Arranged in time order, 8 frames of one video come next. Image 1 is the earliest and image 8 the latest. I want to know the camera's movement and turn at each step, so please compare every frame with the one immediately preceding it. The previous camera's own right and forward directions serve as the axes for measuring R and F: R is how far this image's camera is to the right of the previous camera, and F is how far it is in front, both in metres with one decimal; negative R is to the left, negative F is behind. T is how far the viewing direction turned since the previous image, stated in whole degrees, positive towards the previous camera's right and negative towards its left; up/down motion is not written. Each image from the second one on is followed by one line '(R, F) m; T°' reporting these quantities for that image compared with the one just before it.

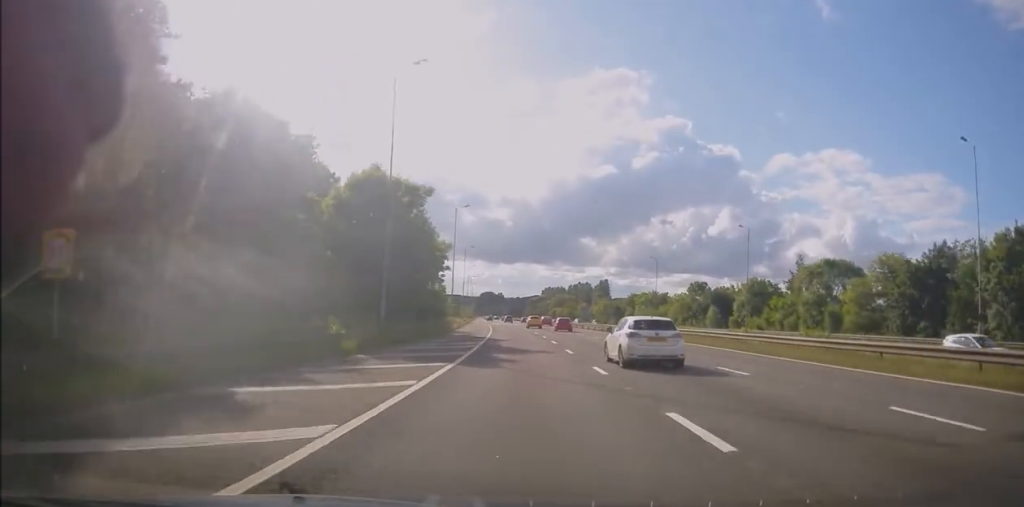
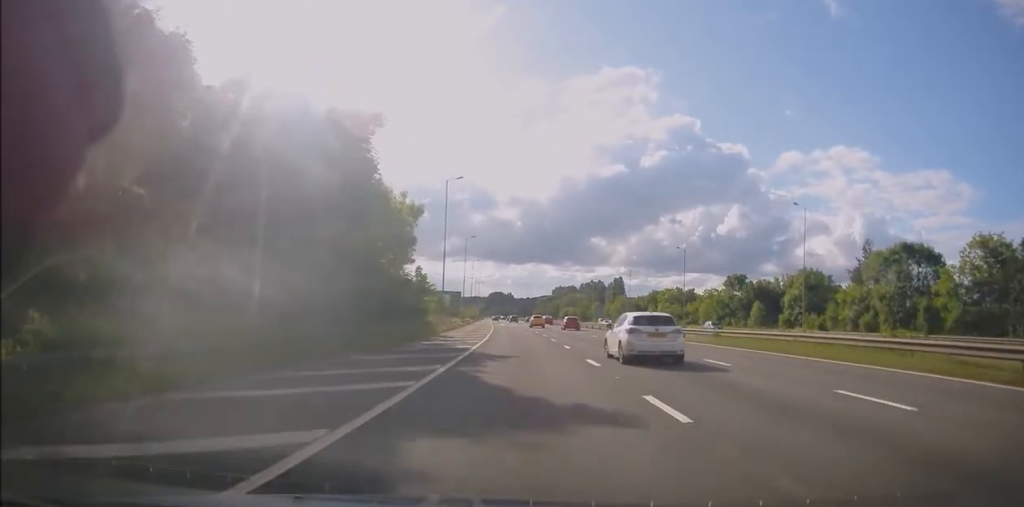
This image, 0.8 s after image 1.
(+0.1, +16.0) m; -2°
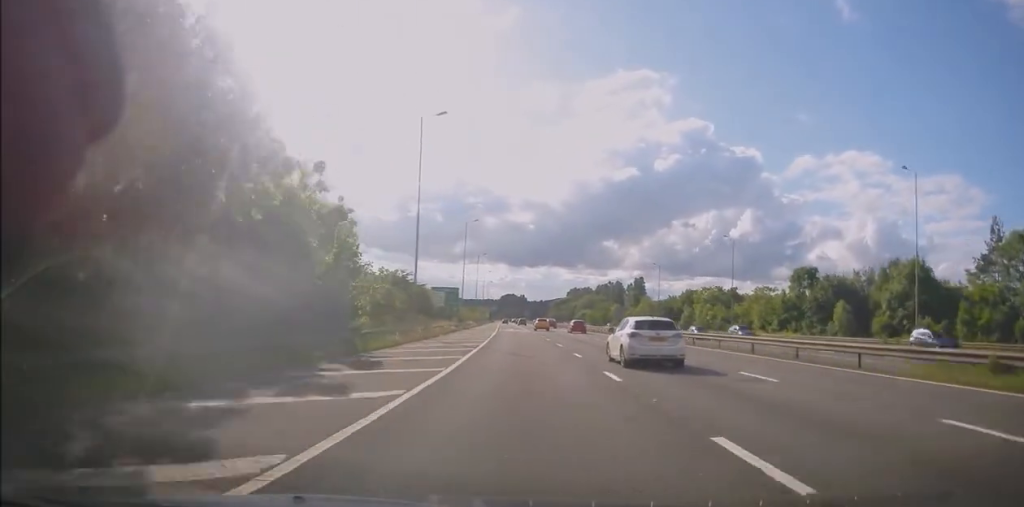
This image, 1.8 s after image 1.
(-0.8, +20.9) m; -2°
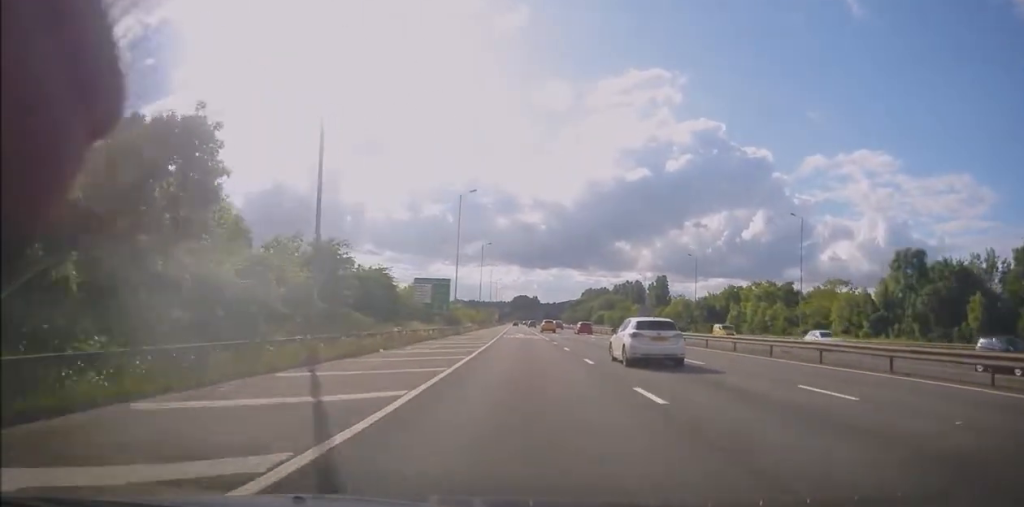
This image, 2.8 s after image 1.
(+0.2, +20.6) m; -1°
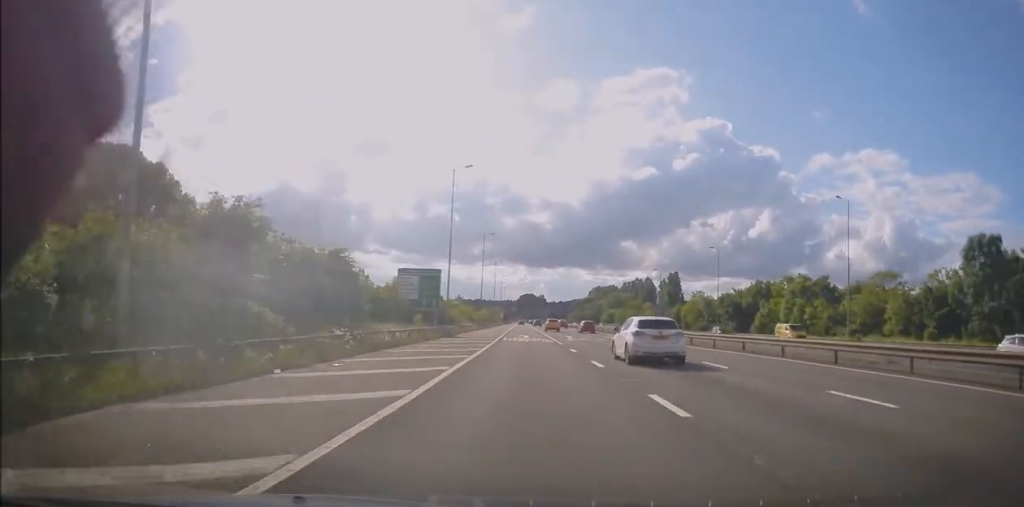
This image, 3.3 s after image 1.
(-0.2, +10.5) m; -1°
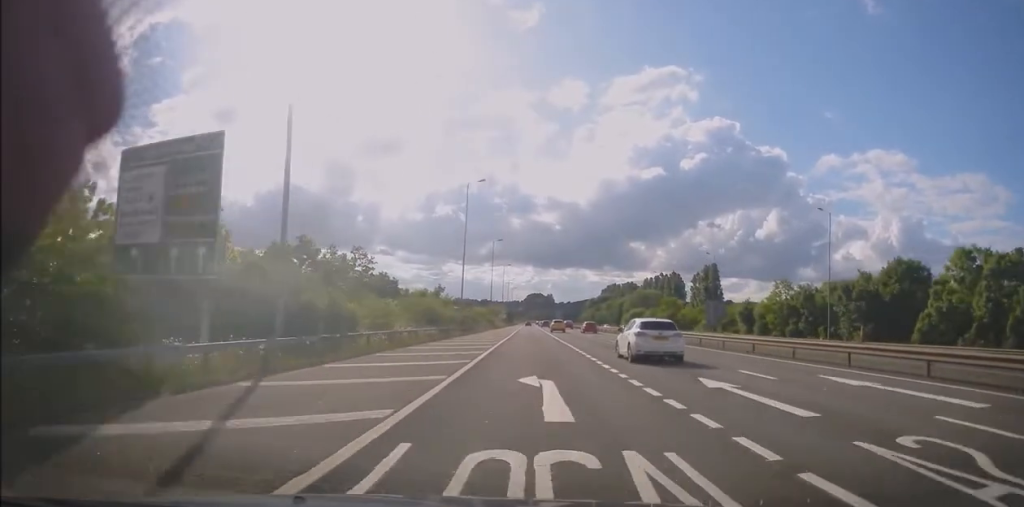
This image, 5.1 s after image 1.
(+0.1, +38.9) m; +1°
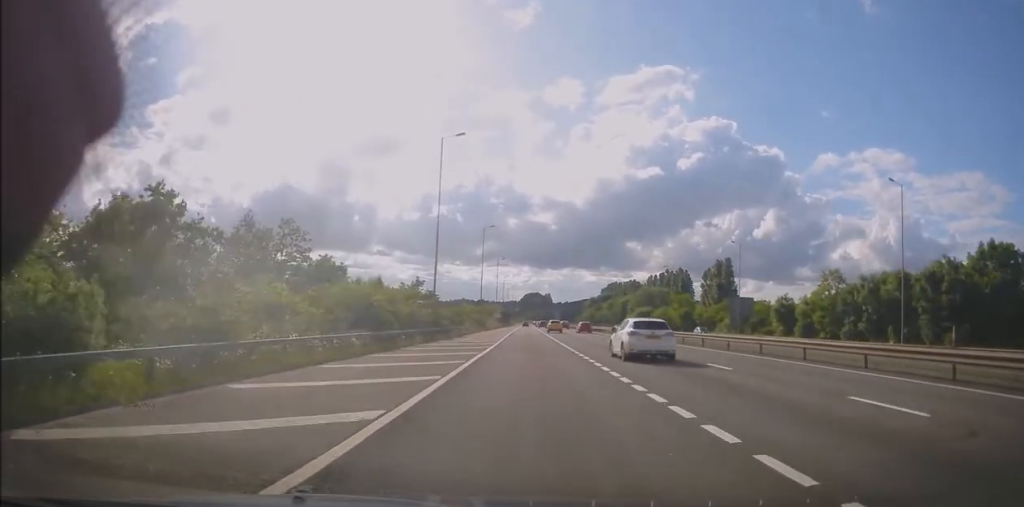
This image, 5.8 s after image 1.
(+0.2, +15.8) m; 0°
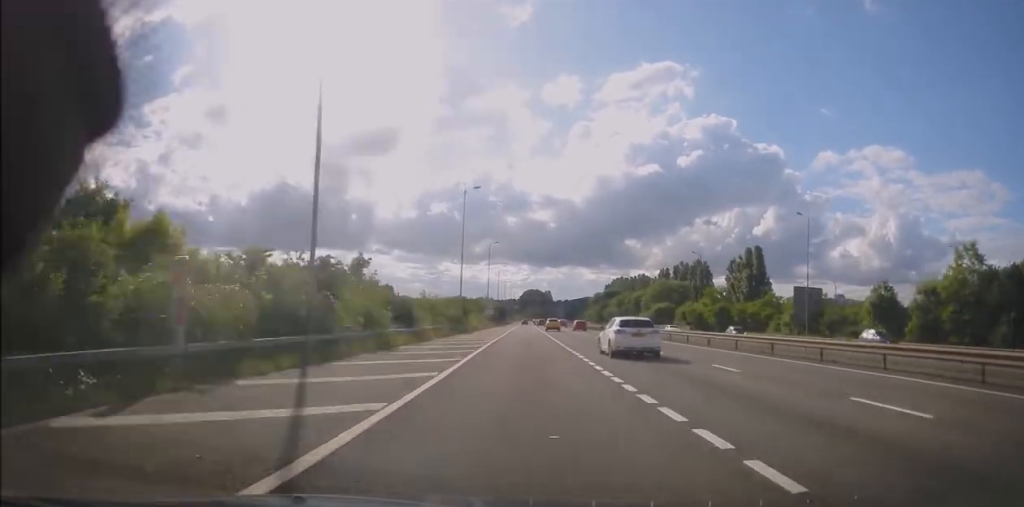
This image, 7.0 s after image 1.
(-0.6, +25.4) m; -1°
